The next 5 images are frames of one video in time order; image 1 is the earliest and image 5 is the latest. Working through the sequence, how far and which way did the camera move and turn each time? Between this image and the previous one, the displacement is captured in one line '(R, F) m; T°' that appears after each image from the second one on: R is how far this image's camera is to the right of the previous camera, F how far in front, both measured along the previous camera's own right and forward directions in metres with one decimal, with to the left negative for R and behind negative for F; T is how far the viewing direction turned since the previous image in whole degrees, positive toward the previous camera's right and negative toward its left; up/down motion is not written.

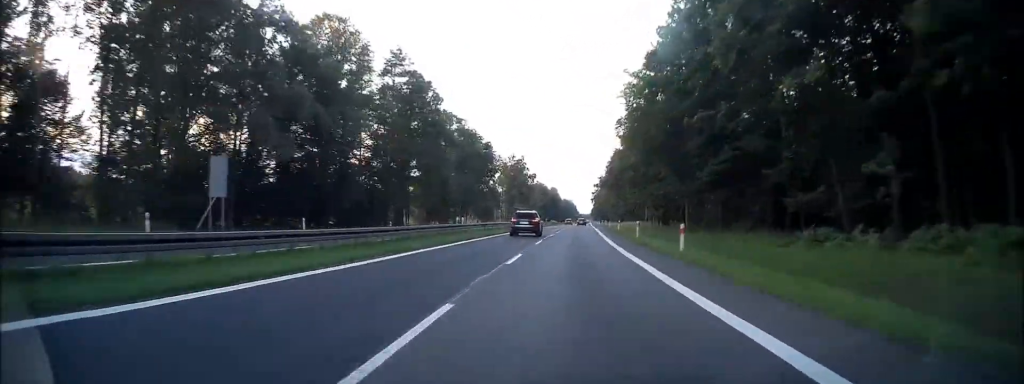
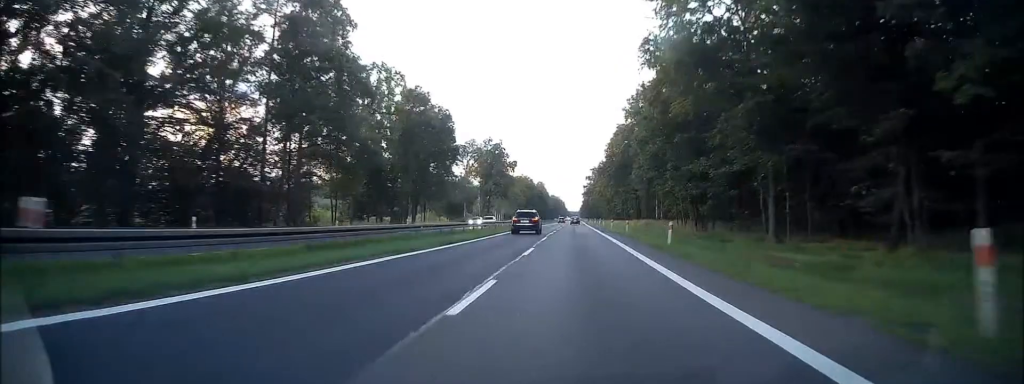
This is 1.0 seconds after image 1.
(+0.3, +33.3) m; +1°
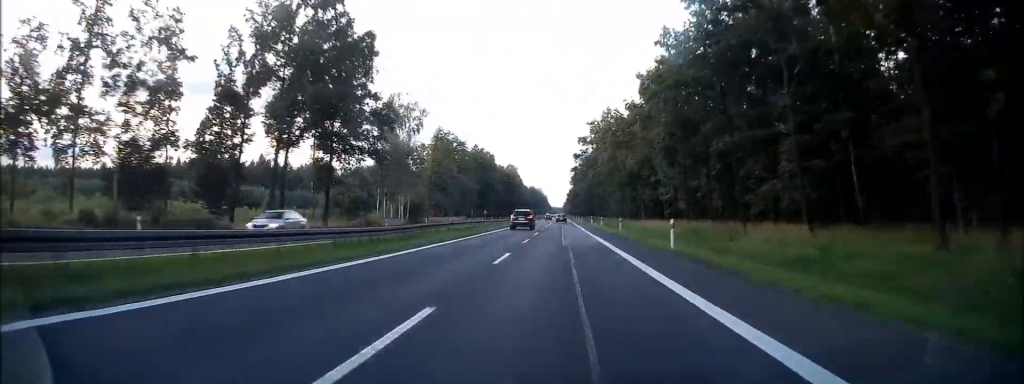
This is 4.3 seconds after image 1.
(+1.3, +106.0) m; +1°
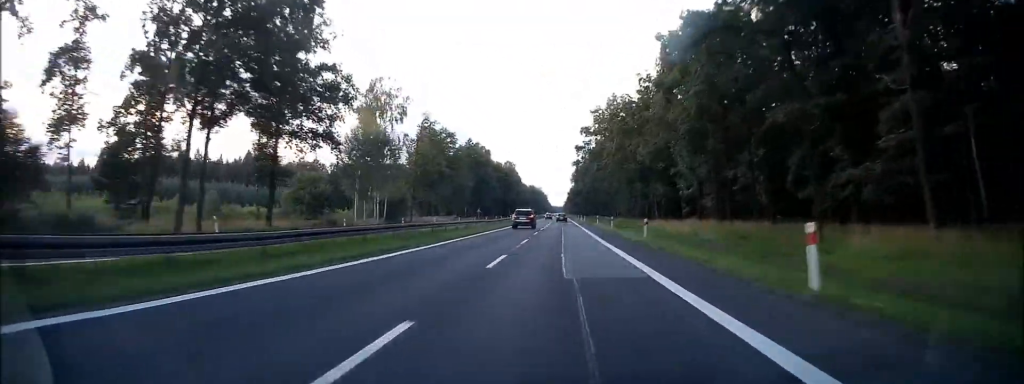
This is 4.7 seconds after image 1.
(0.0, +12.9) m; 0°
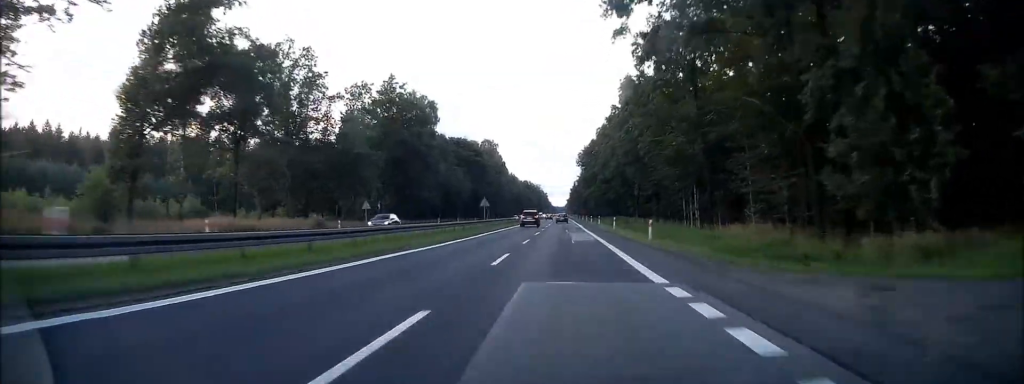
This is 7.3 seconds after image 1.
(0.0, +81.9) m; 0°
